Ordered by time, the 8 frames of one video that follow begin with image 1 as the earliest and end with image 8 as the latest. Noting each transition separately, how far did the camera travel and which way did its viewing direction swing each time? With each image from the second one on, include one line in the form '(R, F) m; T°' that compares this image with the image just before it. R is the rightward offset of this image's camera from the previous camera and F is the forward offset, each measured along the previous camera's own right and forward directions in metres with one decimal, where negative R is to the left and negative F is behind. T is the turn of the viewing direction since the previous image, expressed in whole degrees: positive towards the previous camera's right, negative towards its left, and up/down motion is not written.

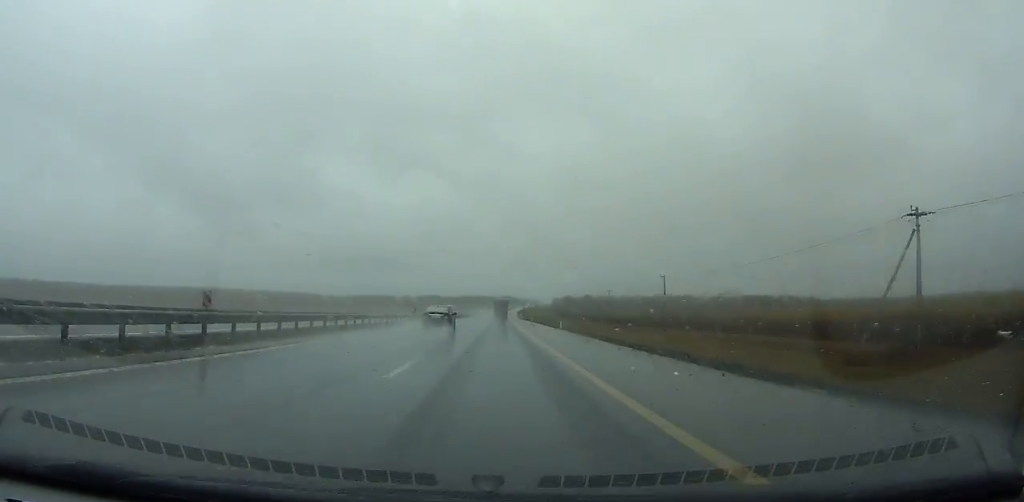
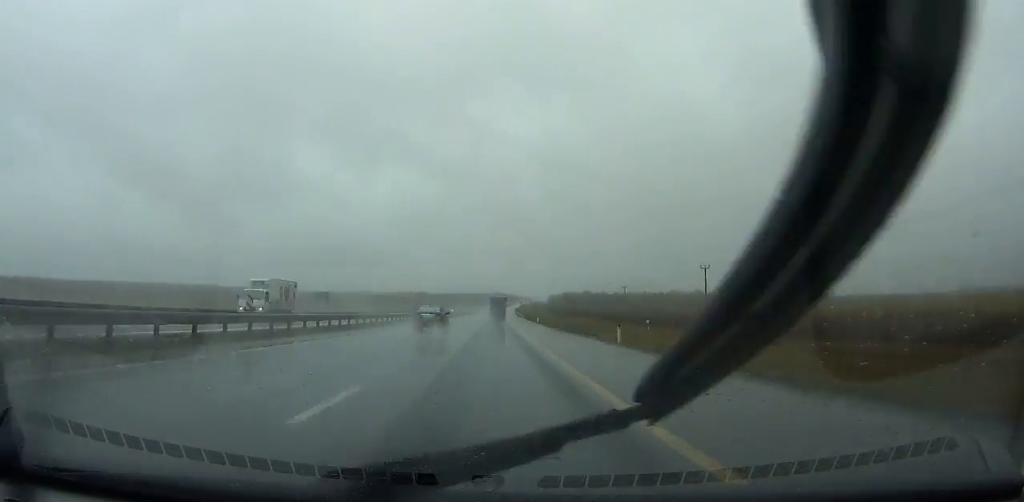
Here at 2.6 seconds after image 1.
(+0.5, +76.8) m; +1°
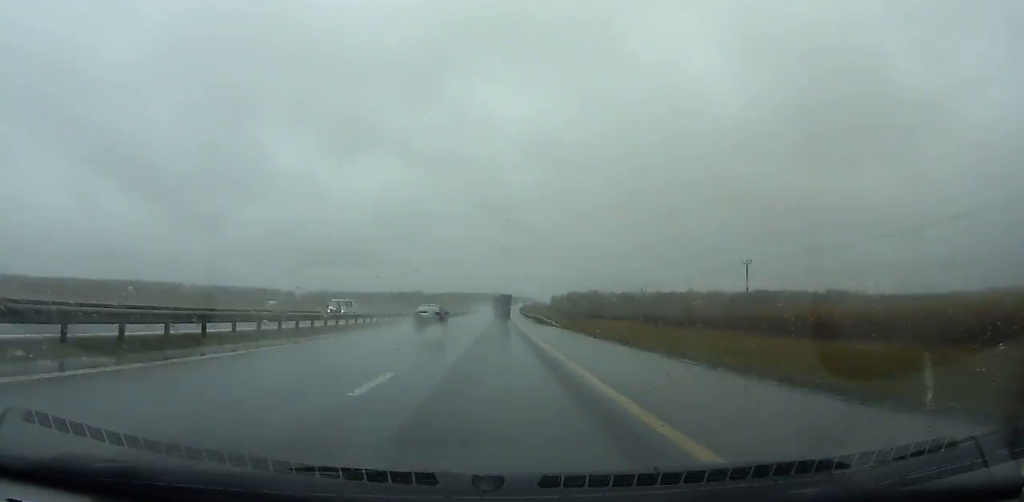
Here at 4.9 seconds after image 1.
(+0.2, +68.6) m; 0°
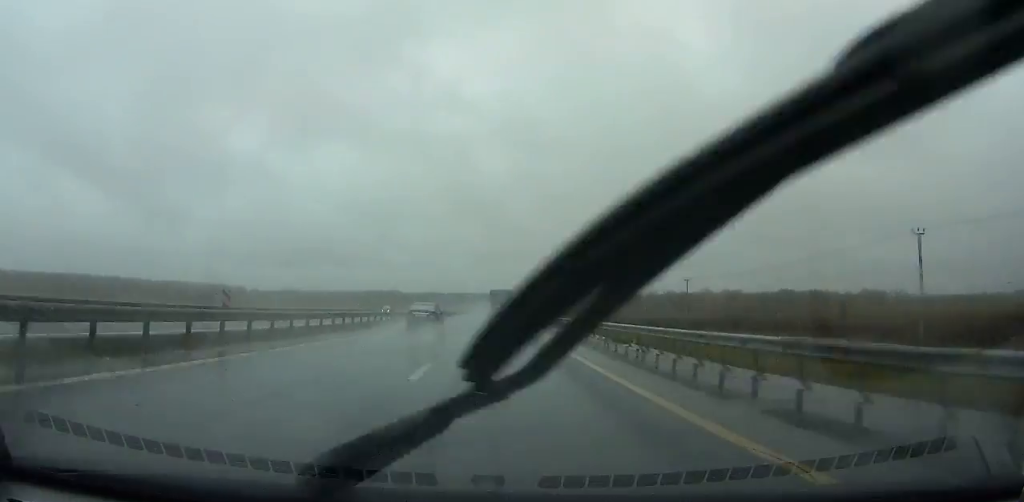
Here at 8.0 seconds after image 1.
(+0.3, +93.3) m; +1°
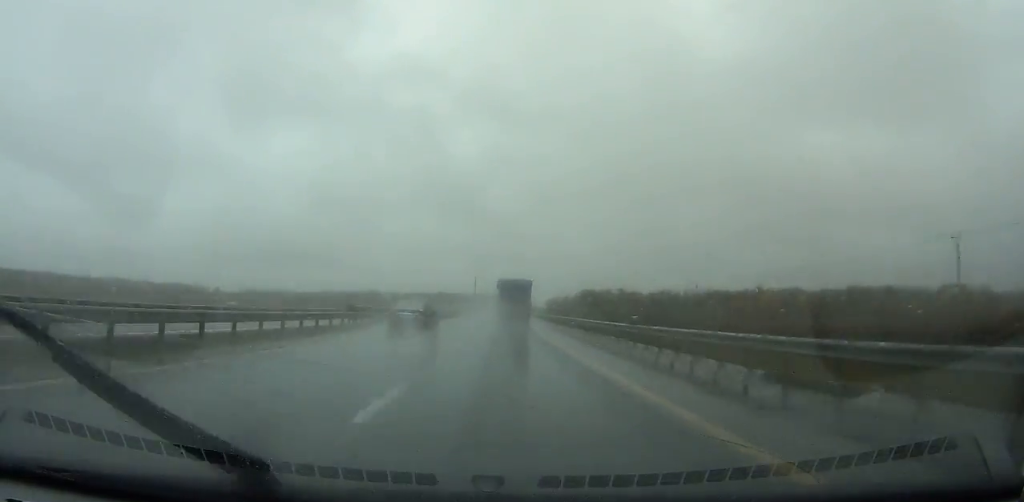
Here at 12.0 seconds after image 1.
(+1.1, +119.7) m; +1°
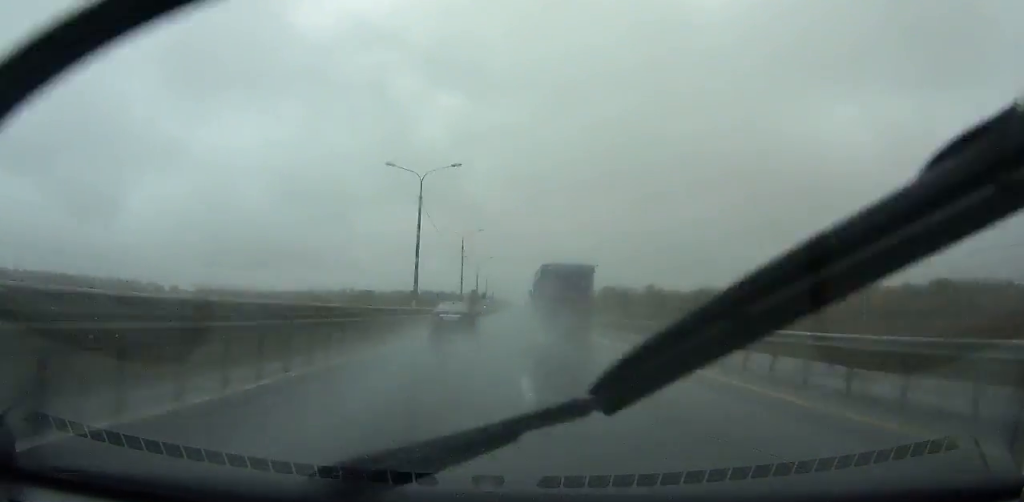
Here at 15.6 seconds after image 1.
(+0.4, +105.2) m; +1°
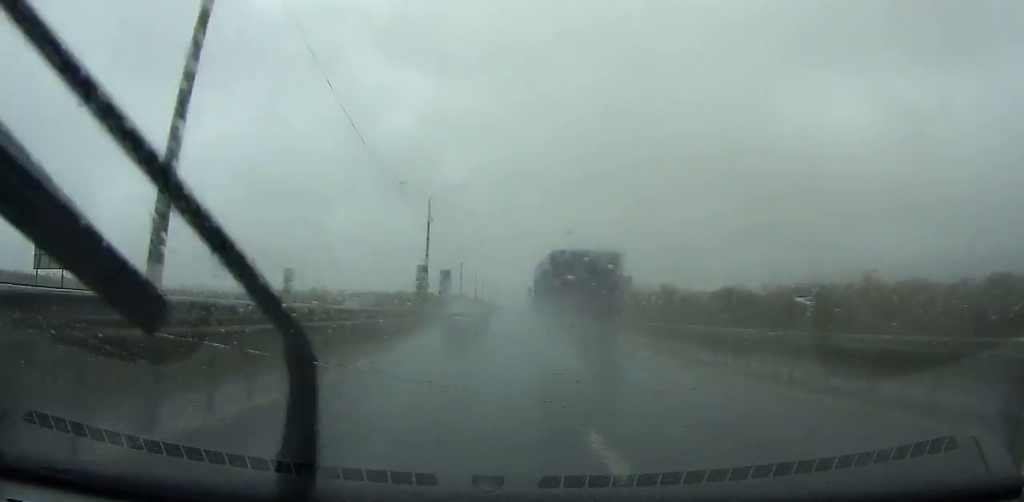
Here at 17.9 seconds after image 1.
(+0.2, +65.8) m; +1°
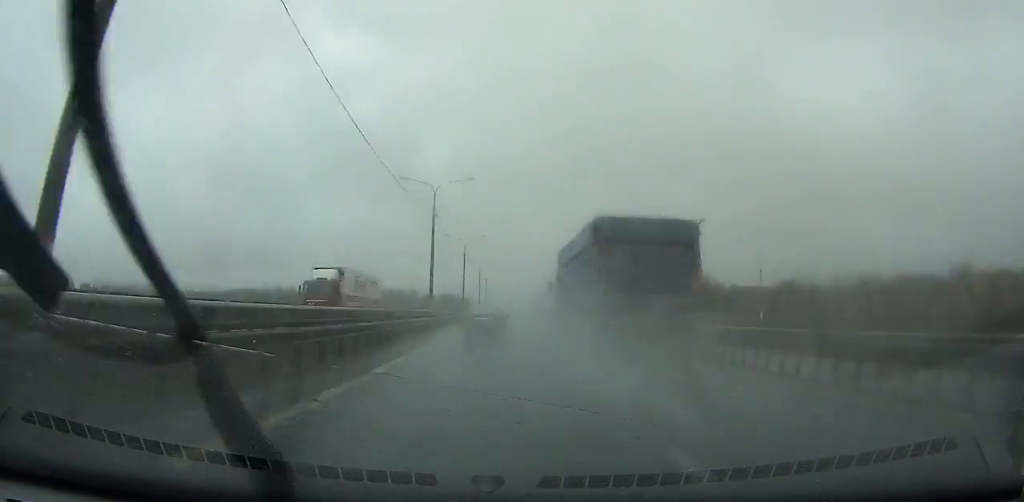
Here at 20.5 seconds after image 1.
(+0.6, +73.0) m; +1°
